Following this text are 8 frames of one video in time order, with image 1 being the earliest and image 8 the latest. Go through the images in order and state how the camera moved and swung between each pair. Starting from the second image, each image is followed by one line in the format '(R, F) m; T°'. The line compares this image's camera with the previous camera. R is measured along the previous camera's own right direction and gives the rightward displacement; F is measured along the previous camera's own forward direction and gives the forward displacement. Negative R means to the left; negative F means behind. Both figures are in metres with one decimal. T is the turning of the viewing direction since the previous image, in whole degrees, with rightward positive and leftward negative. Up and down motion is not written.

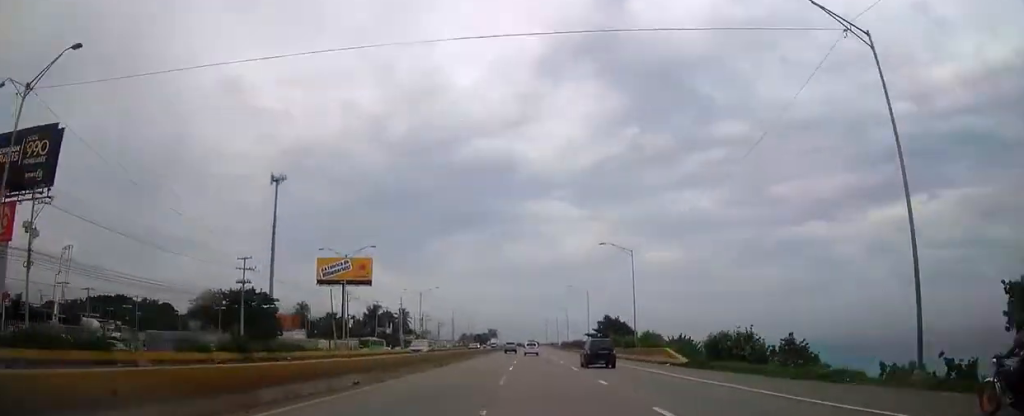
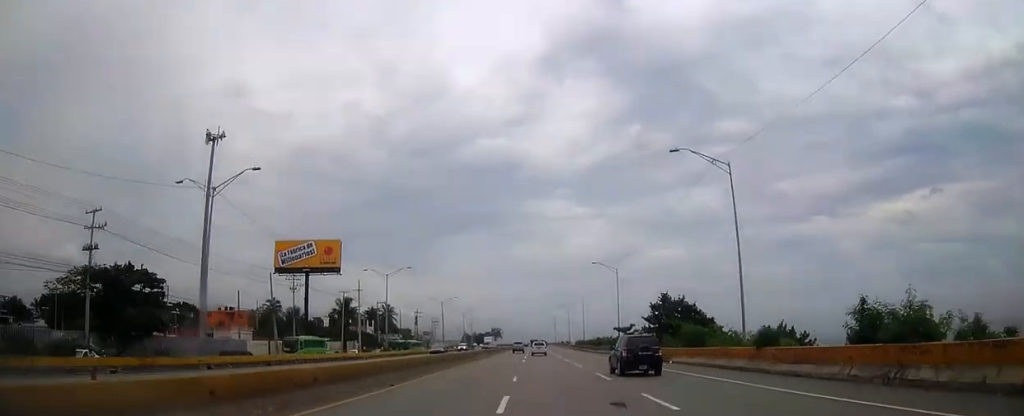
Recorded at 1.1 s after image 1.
(0.0, +32.1) m; 0°
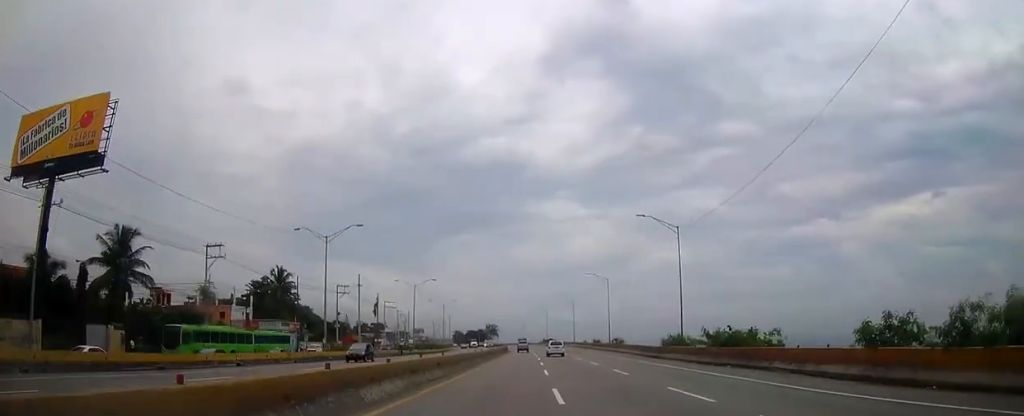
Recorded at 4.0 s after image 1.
(-0.2, +84.9) m; 0°
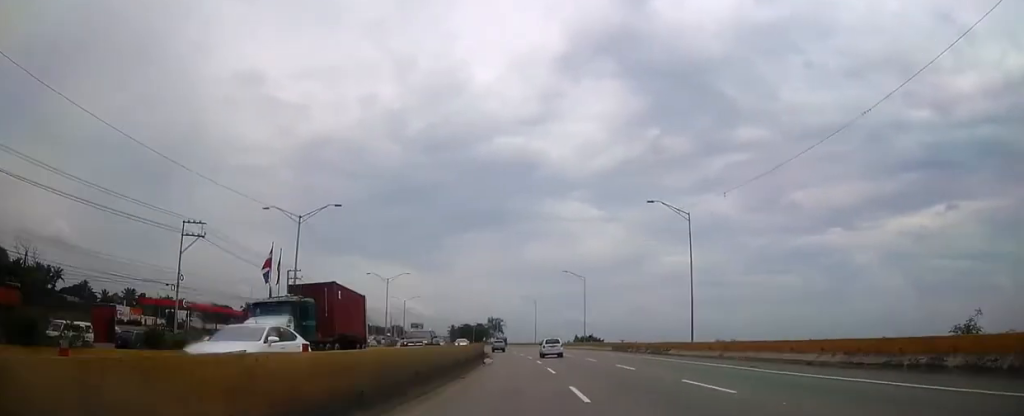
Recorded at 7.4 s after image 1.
(-0.6, +100.7) m; -2°
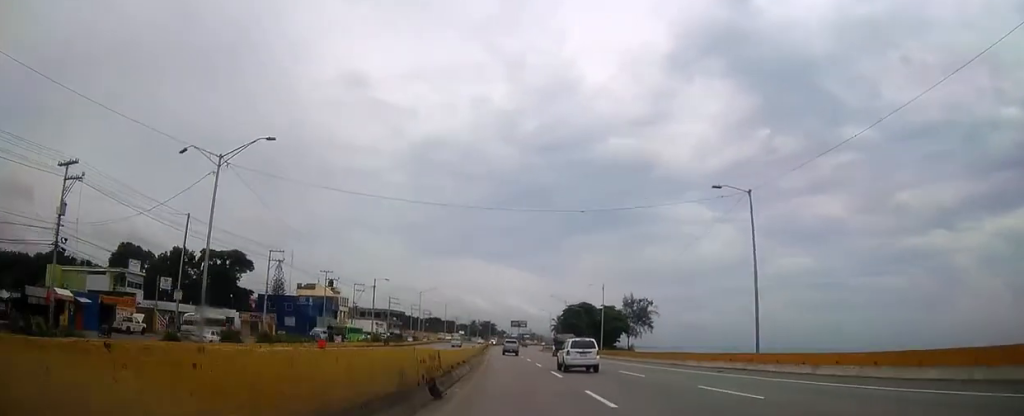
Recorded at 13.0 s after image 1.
(-12.2, +166.6) m; -10°
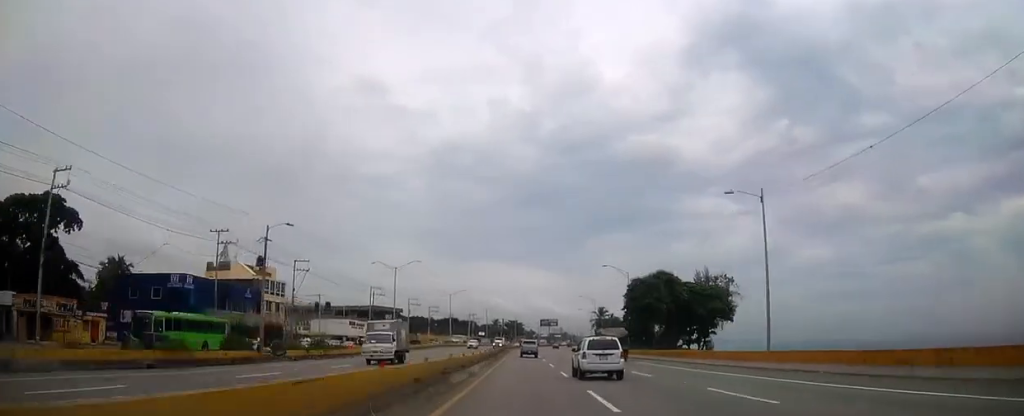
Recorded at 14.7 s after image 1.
(-2.0, +51.0) m; -2°
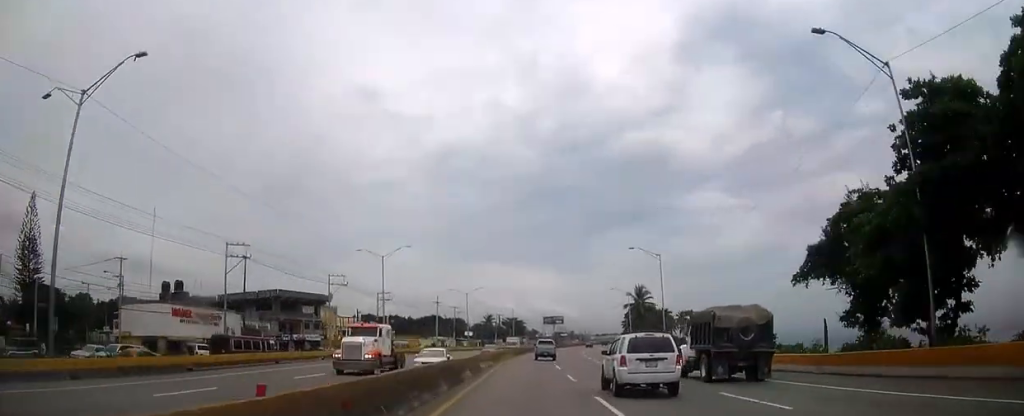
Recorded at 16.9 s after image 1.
(-1.0, +64.9) m; 0°
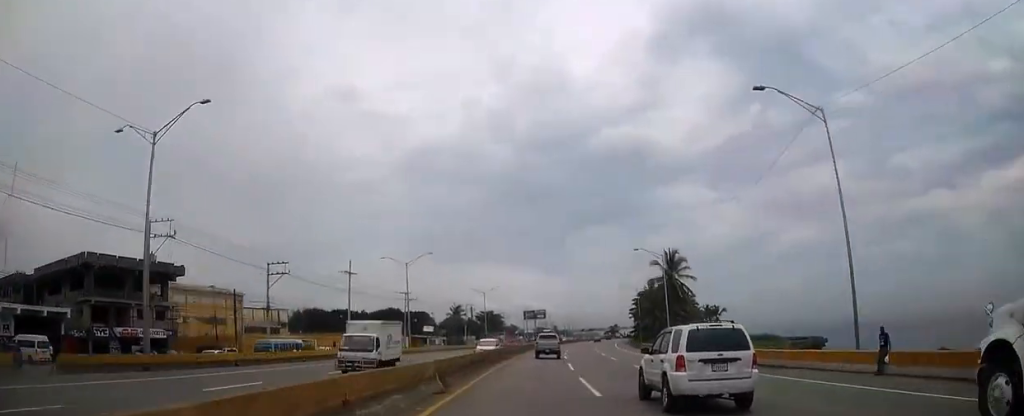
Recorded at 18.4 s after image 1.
(-0.1, +43.6) m; +1°
